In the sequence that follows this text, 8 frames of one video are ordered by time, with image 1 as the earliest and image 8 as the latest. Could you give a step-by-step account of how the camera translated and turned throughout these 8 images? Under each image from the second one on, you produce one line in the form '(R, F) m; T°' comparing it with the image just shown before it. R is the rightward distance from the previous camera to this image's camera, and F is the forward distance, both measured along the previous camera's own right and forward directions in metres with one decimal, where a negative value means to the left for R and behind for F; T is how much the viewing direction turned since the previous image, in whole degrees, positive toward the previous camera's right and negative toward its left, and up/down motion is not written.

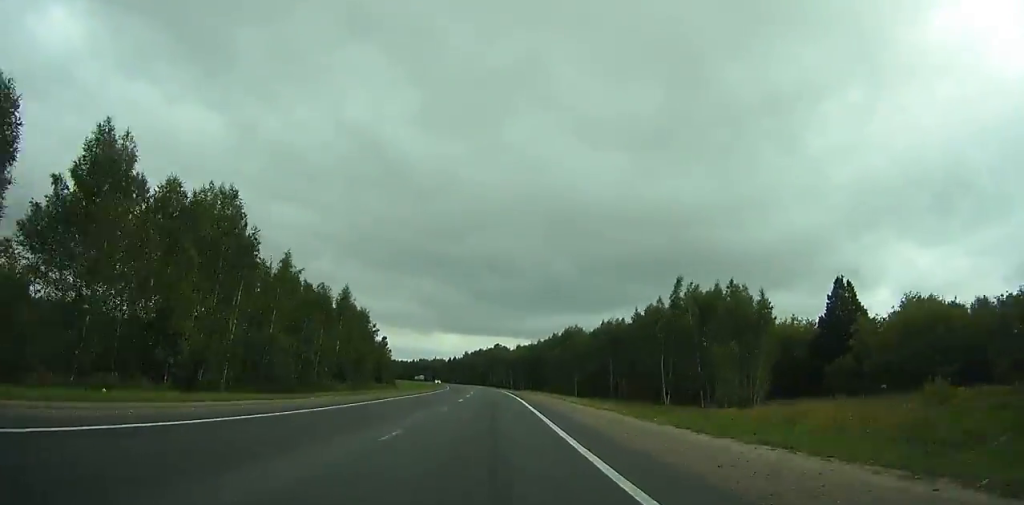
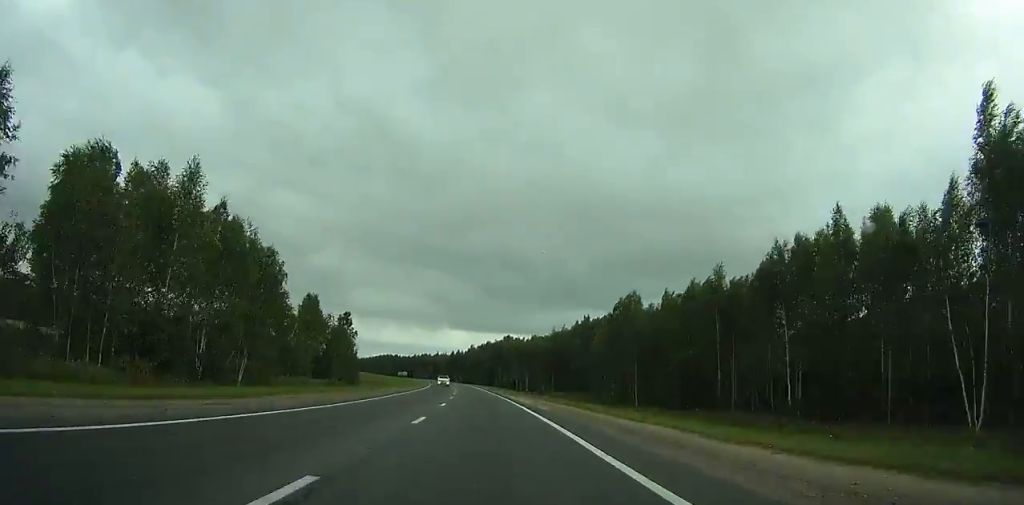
(-0.6, +55.1) m; -2°
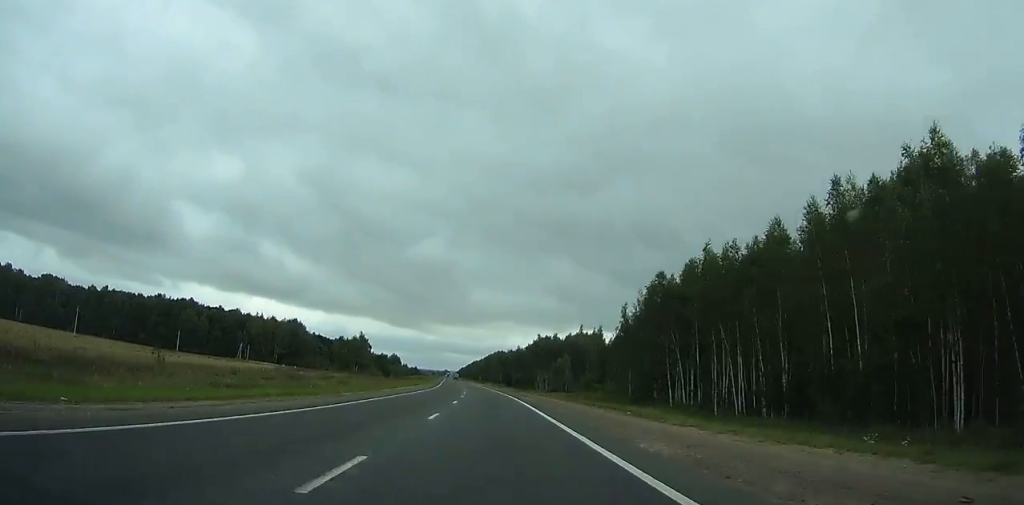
(-26.1, +249.0) m; -12°
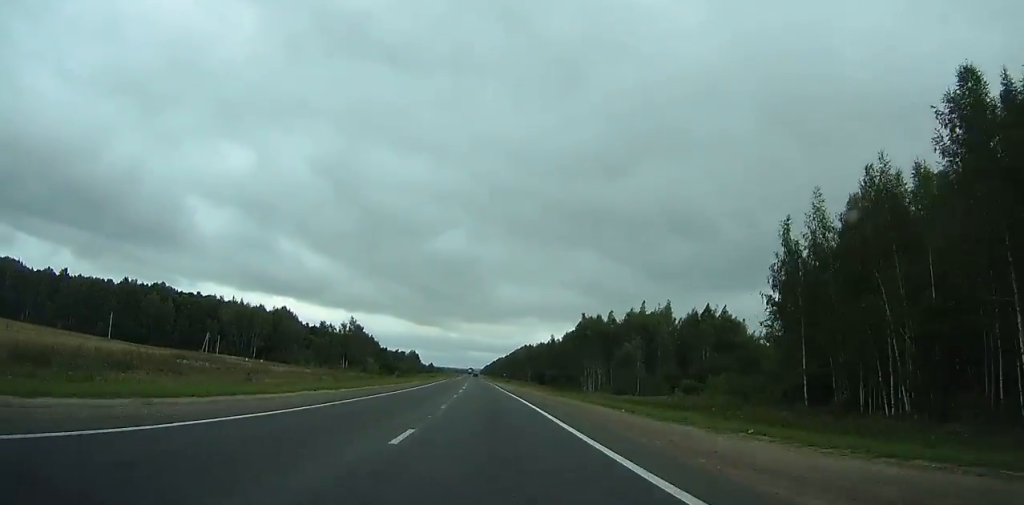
(-1.0, +54.1) m; -2°
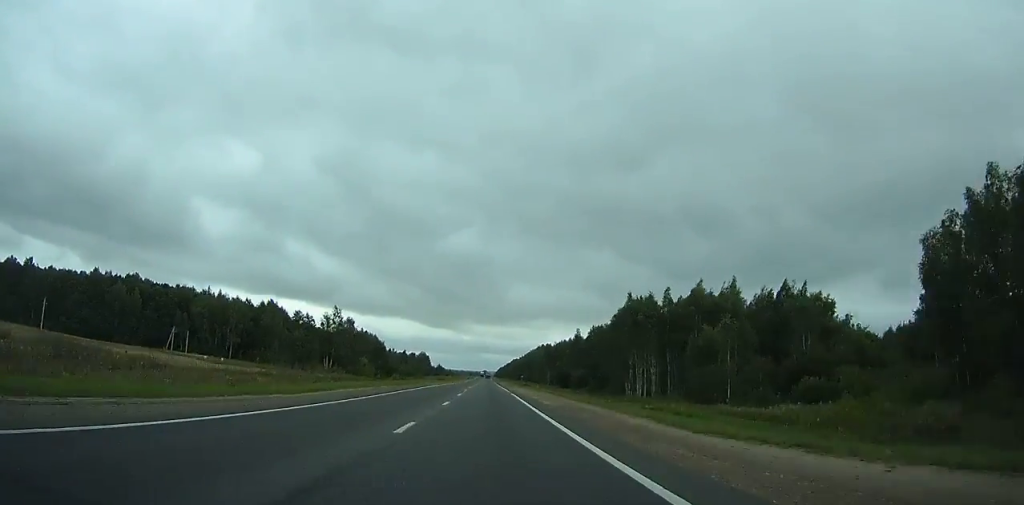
(-0.4, +33.5) m; -1°
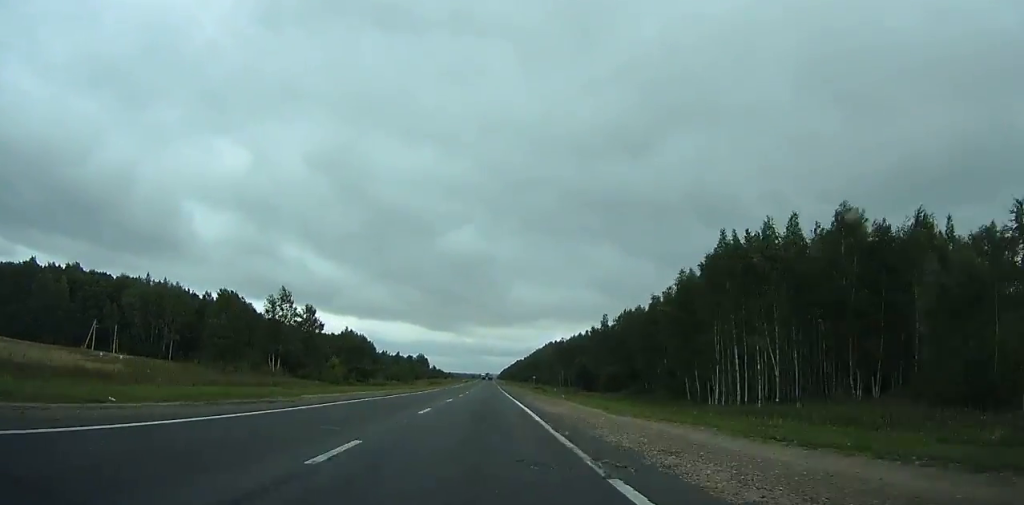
(-0.5, +41.1) m; -1°
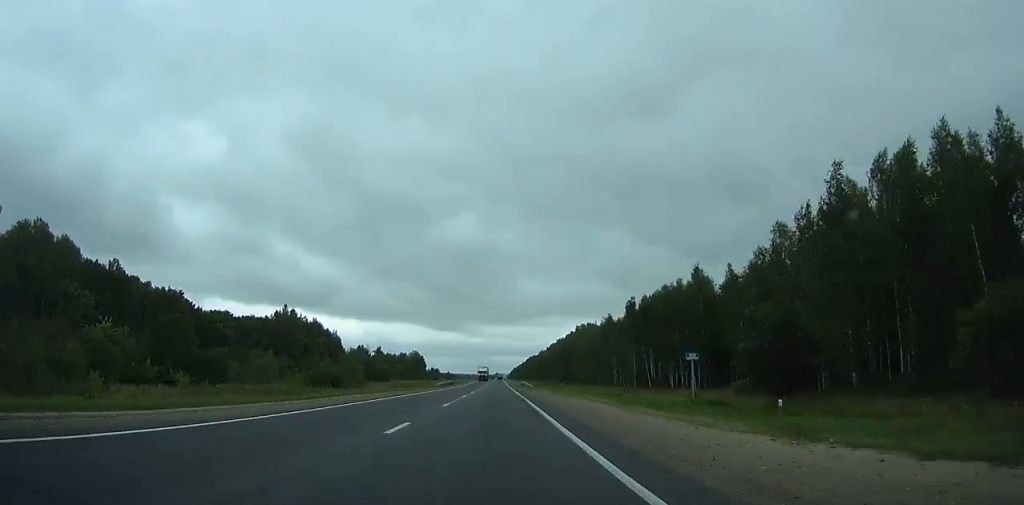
(-1.2, +102.4) m; -1°
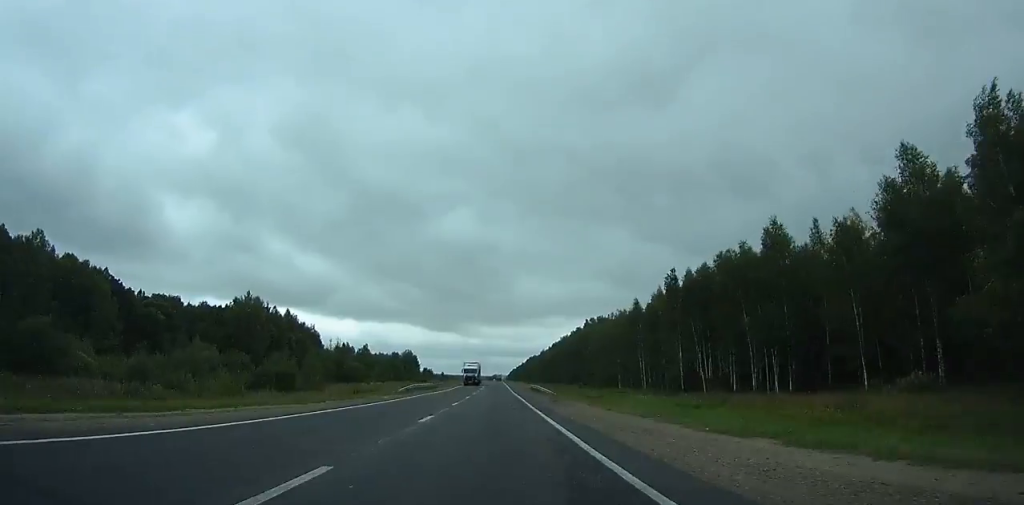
(0.0, +30.5) m; 0°
